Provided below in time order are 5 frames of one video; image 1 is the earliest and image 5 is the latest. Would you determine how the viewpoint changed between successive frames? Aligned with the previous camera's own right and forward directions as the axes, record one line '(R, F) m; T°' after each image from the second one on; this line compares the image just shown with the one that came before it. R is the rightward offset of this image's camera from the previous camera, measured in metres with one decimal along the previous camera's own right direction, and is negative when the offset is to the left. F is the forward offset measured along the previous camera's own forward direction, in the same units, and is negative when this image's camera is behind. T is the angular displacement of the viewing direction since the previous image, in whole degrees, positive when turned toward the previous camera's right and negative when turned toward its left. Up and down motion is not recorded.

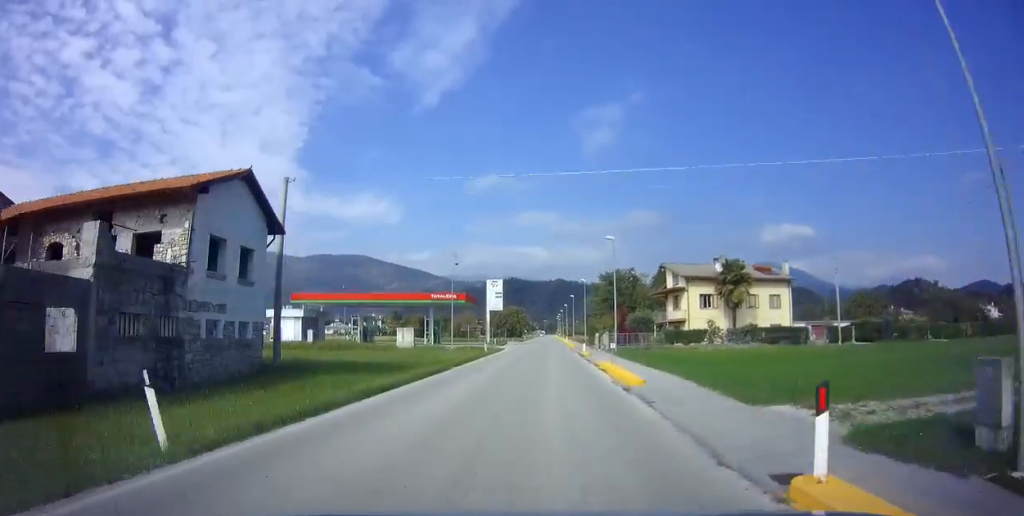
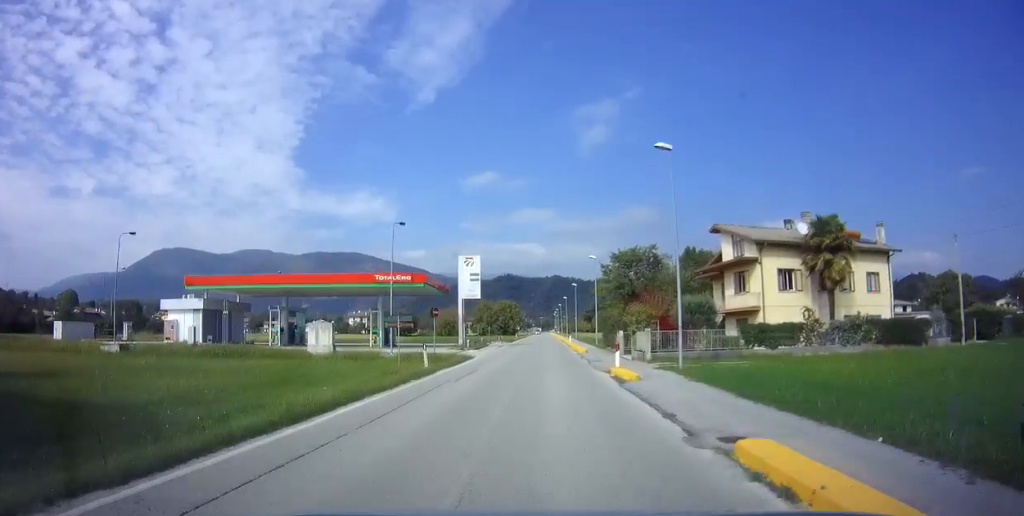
(+0.1, +19.4) m; 0°
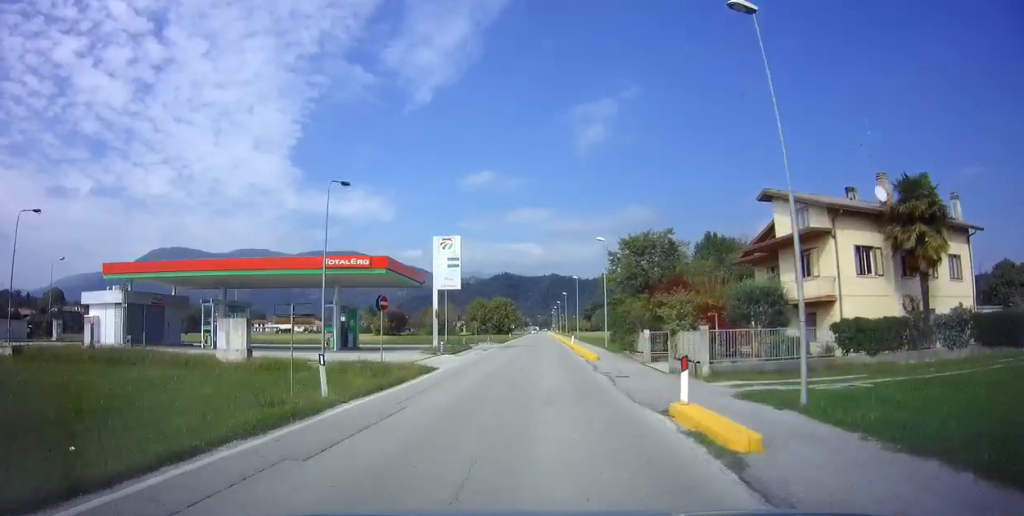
(0.0, +9.5) m; 0°
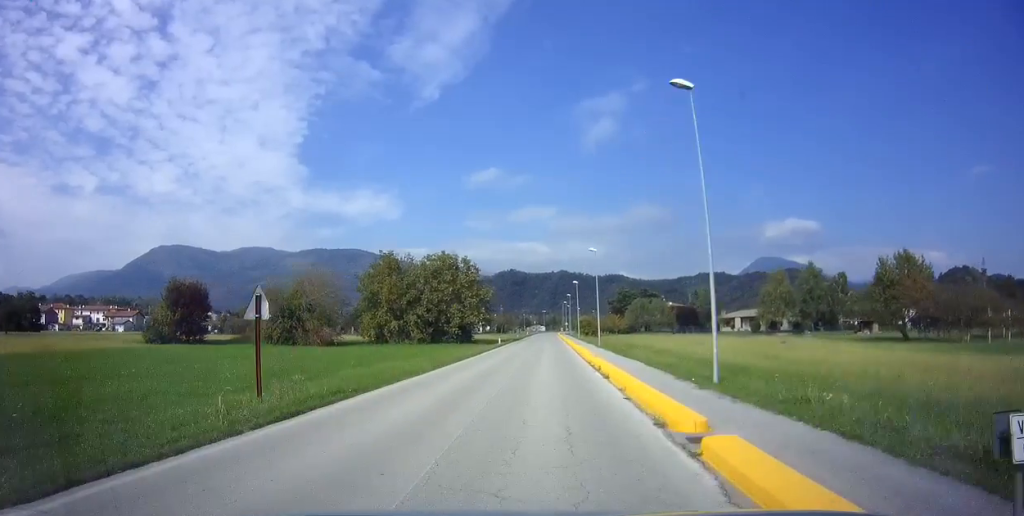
(0.0, +89.9) m; -1°
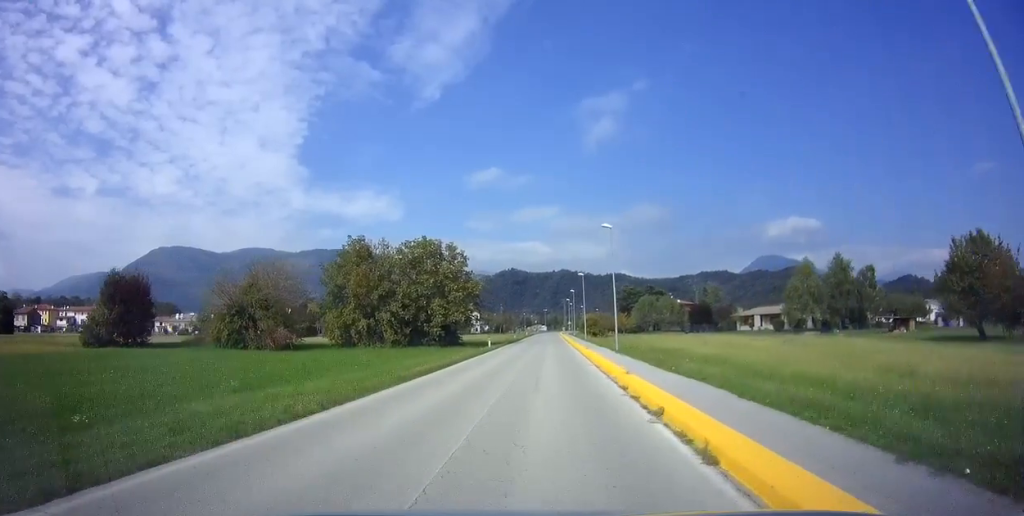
(0.0, +10.4) m; 0°
